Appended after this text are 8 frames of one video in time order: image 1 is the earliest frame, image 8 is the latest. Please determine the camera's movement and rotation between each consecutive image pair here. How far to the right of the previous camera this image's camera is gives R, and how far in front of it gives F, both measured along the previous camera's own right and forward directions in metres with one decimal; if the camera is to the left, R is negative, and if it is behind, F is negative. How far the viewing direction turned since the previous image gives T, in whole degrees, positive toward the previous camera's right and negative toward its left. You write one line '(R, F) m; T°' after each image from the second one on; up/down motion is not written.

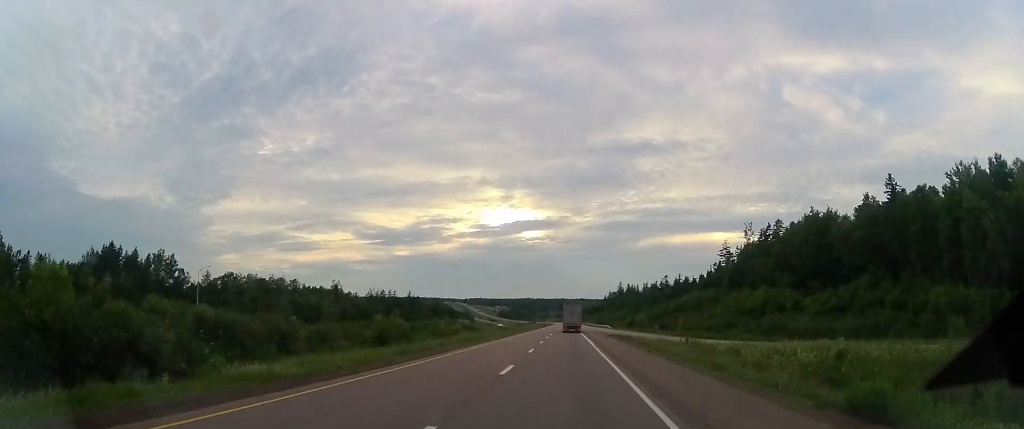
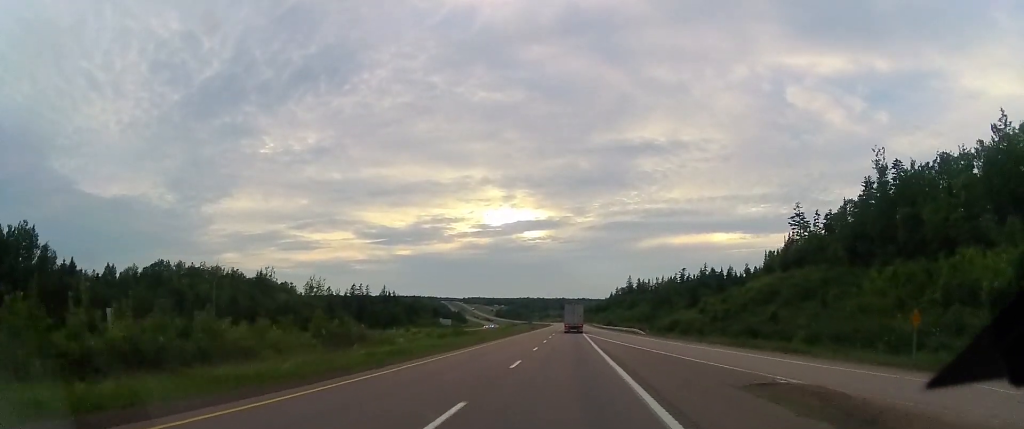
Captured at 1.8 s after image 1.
(-0.3, +55.9) m; 0°
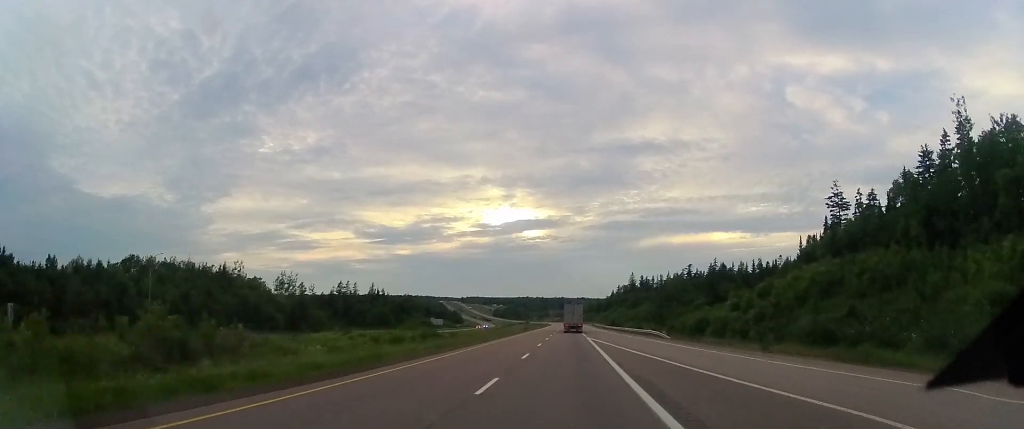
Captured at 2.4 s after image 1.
(0.0, +18.6) m; 0°
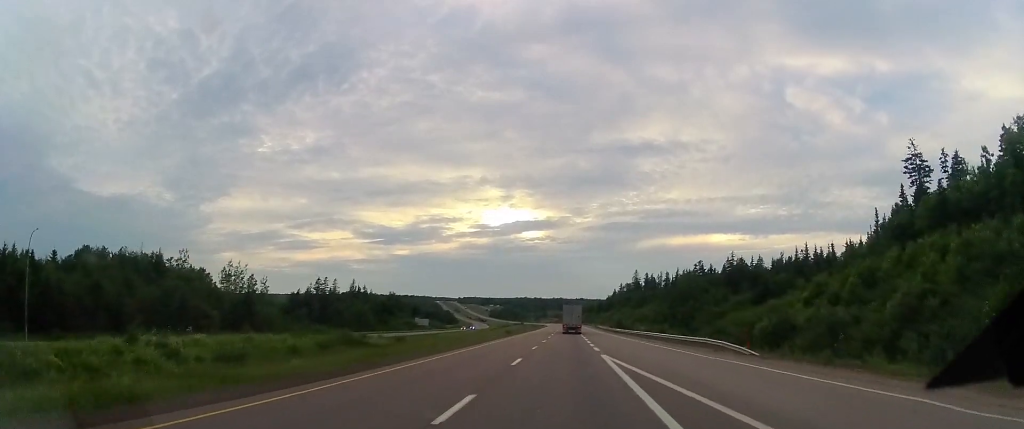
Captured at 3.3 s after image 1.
(-0.2, +26.8) m; -1°
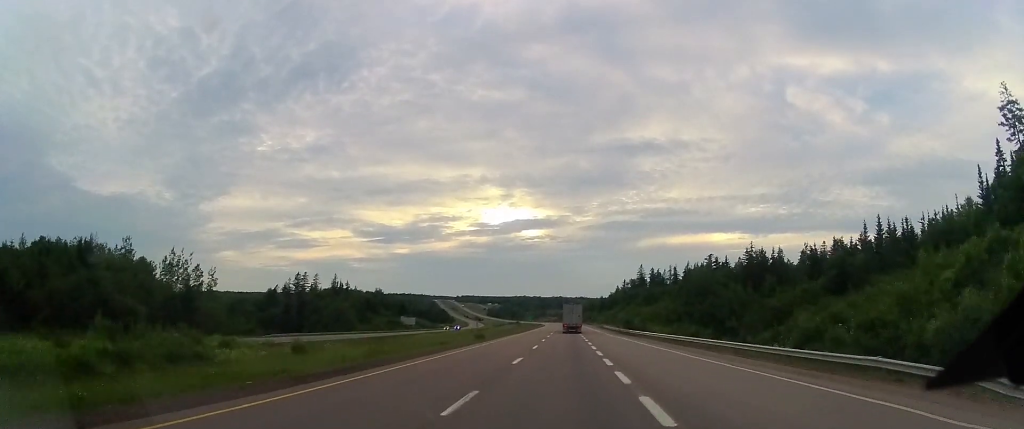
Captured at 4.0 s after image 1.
(-0.2, +22.7) m; 0°
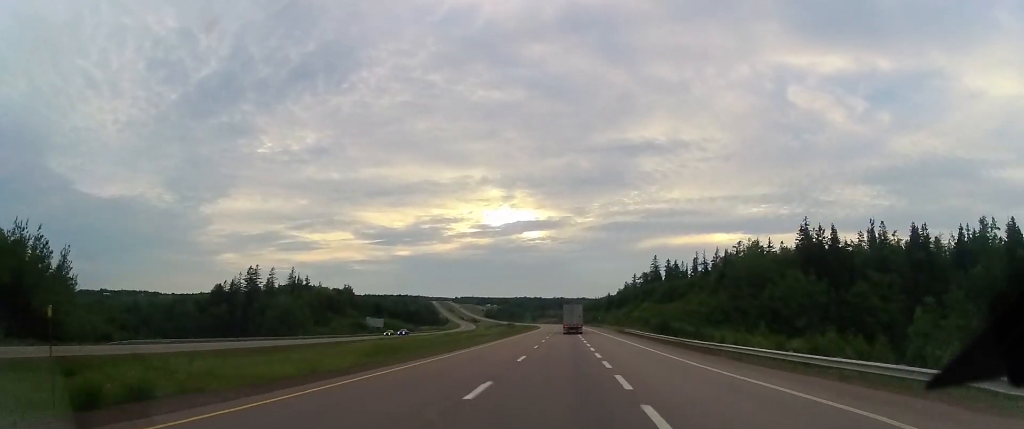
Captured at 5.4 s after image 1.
(+0.5, +44.3) m; +1°
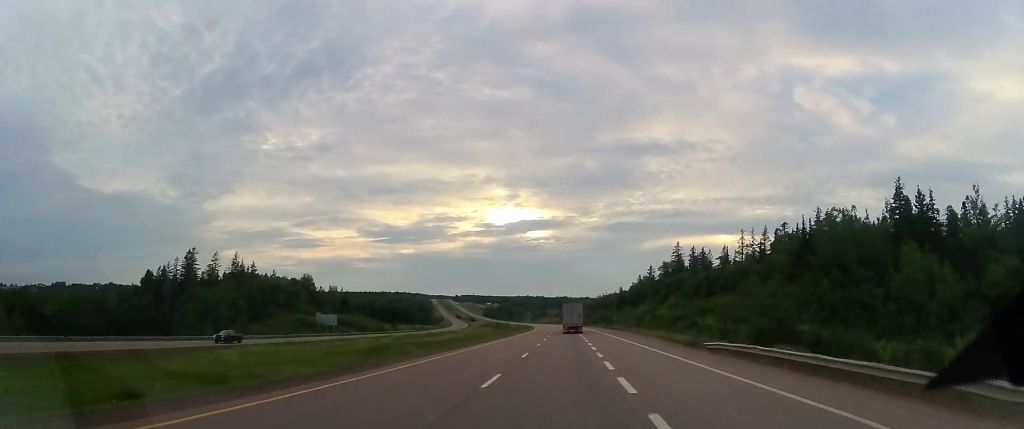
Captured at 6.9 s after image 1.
(+0.4, +44.4) m; 0°
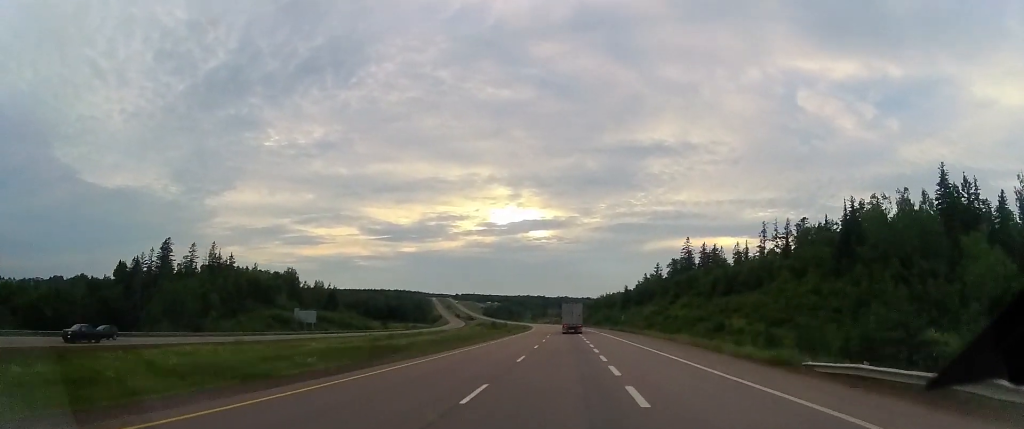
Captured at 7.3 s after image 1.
(-0.2, +14.5) m; 0°
